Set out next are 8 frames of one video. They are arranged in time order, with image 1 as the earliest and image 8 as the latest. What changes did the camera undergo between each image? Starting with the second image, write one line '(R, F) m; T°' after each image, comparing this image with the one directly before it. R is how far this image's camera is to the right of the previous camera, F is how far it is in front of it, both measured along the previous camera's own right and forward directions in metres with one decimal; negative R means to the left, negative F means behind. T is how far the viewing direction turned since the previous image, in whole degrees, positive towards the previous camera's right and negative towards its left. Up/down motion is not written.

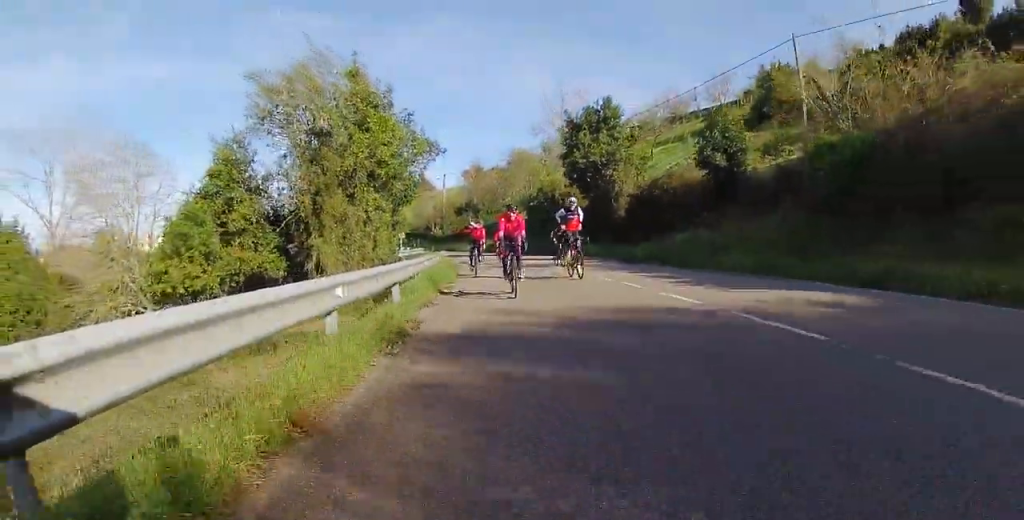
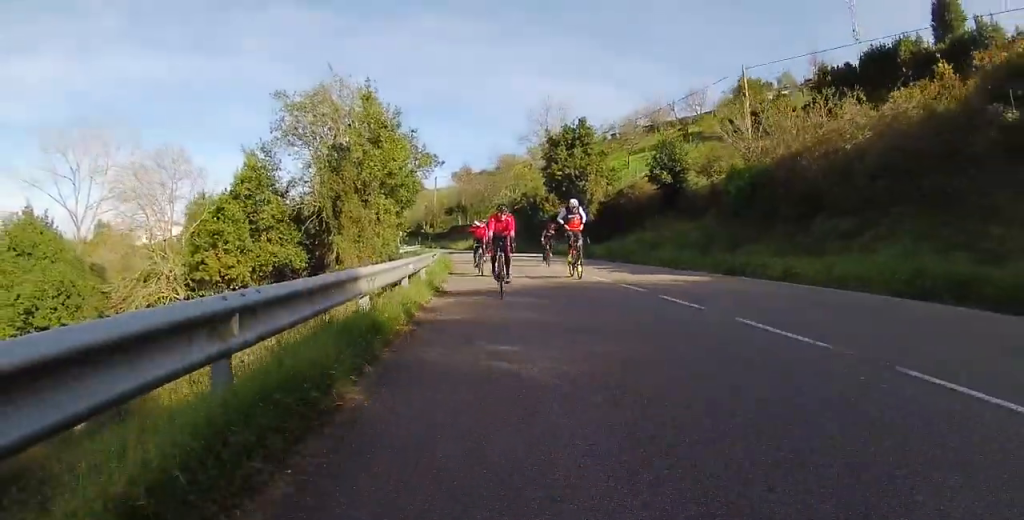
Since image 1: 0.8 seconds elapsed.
(-0.2, +5.6) m; 0°
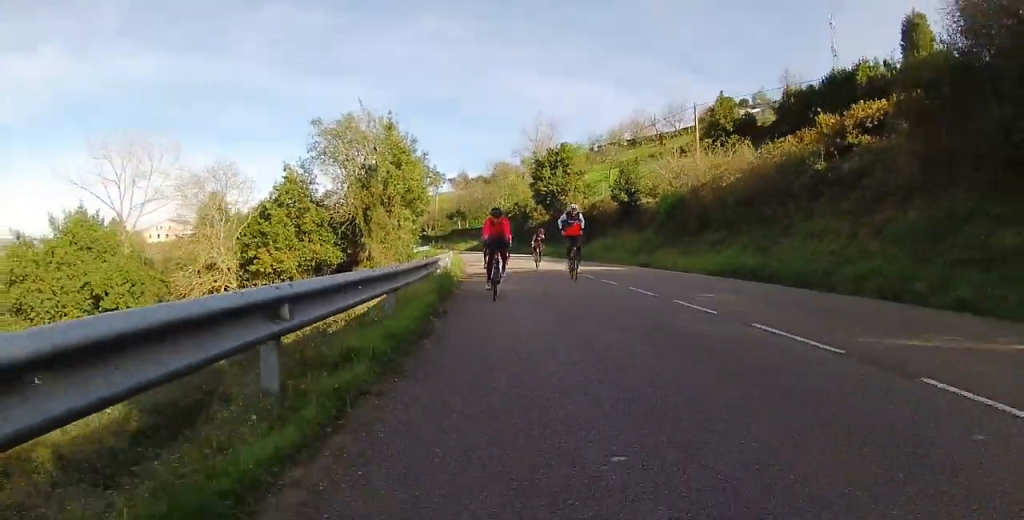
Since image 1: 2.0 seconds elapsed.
(+0.4, +8.6) m; +5°
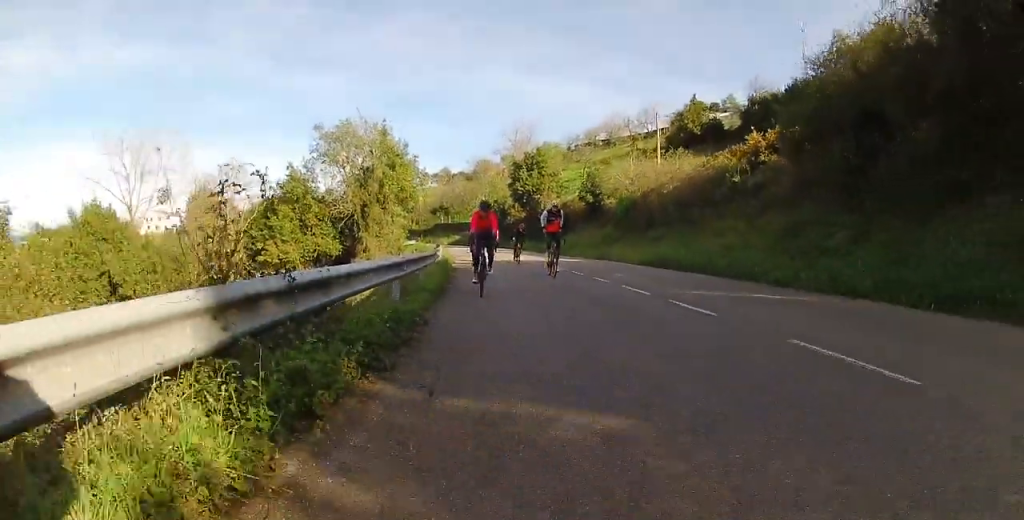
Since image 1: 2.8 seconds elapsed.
(+0.3, +5.5) m; 0°
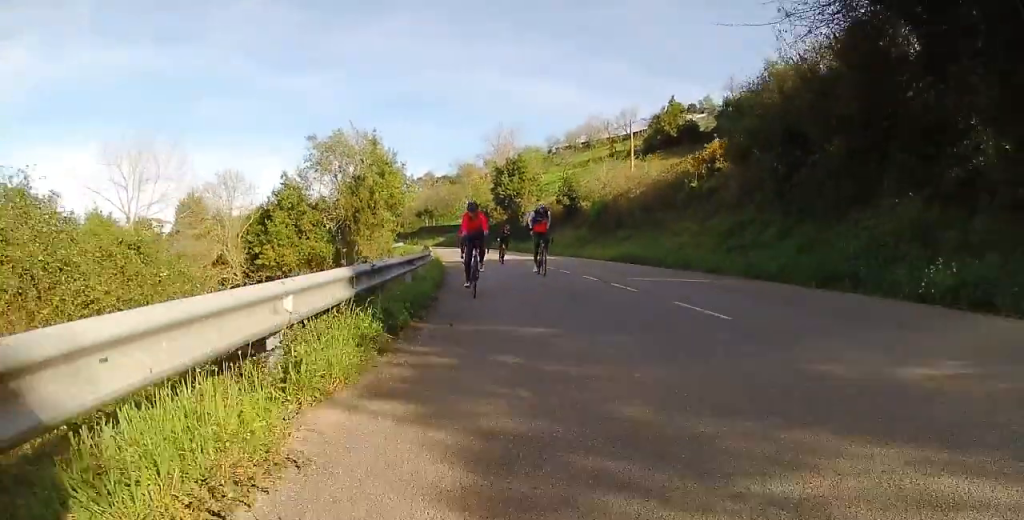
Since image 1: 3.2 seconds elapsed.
(-0.1, +3.1) m; +1°
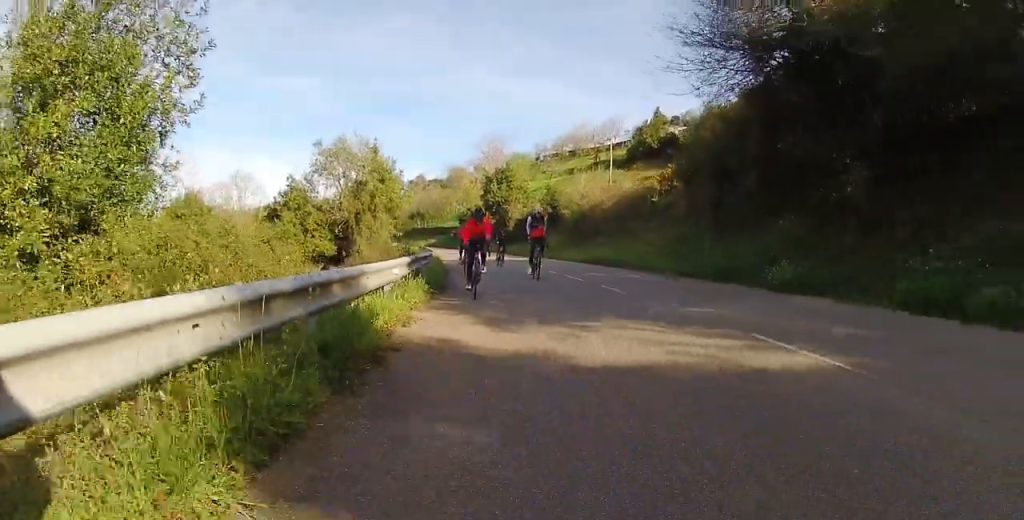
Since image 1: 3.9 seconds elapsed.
(-0.3, +4.8) m; +2°
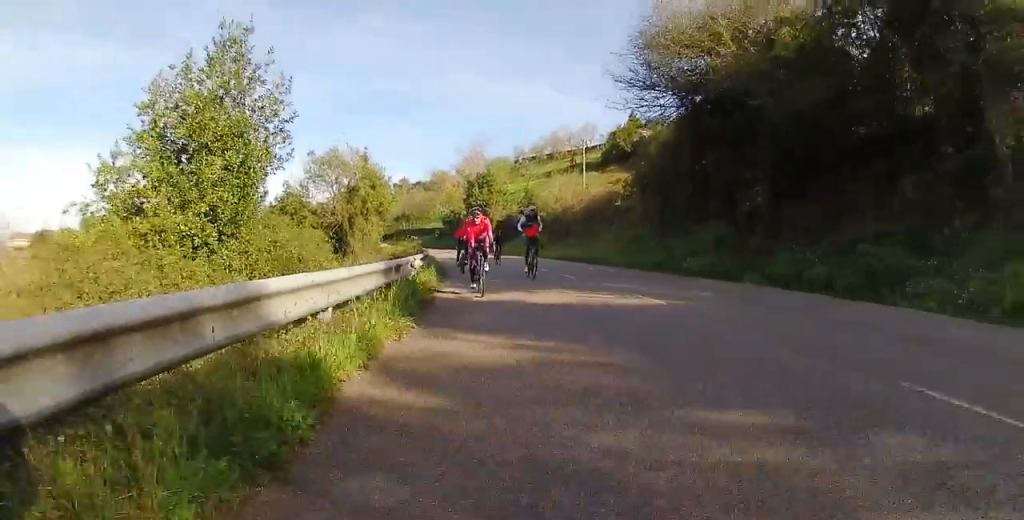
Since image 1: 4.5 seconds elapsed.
(+0.5, +4.5) m; +4°
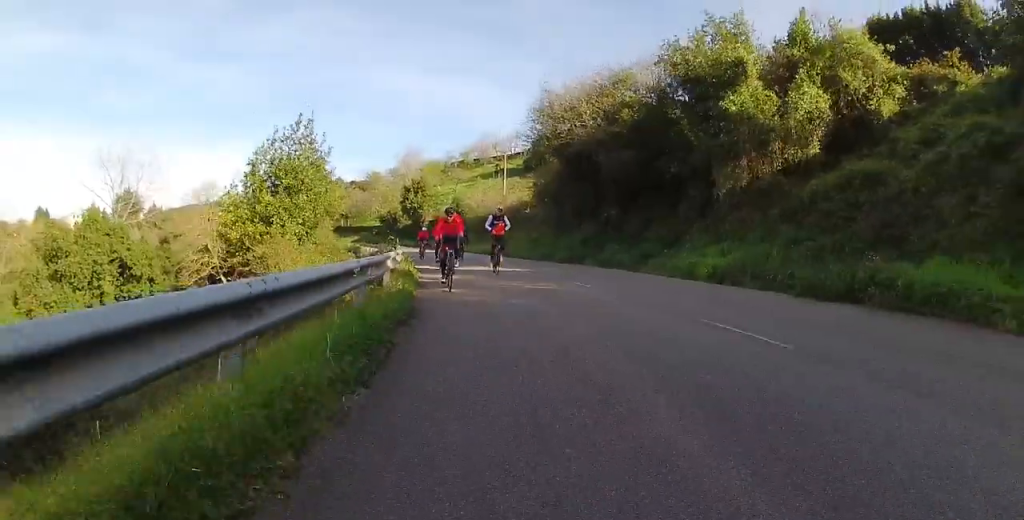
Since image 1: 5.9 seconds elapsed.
(+0.4, +10.2) m; +4°
